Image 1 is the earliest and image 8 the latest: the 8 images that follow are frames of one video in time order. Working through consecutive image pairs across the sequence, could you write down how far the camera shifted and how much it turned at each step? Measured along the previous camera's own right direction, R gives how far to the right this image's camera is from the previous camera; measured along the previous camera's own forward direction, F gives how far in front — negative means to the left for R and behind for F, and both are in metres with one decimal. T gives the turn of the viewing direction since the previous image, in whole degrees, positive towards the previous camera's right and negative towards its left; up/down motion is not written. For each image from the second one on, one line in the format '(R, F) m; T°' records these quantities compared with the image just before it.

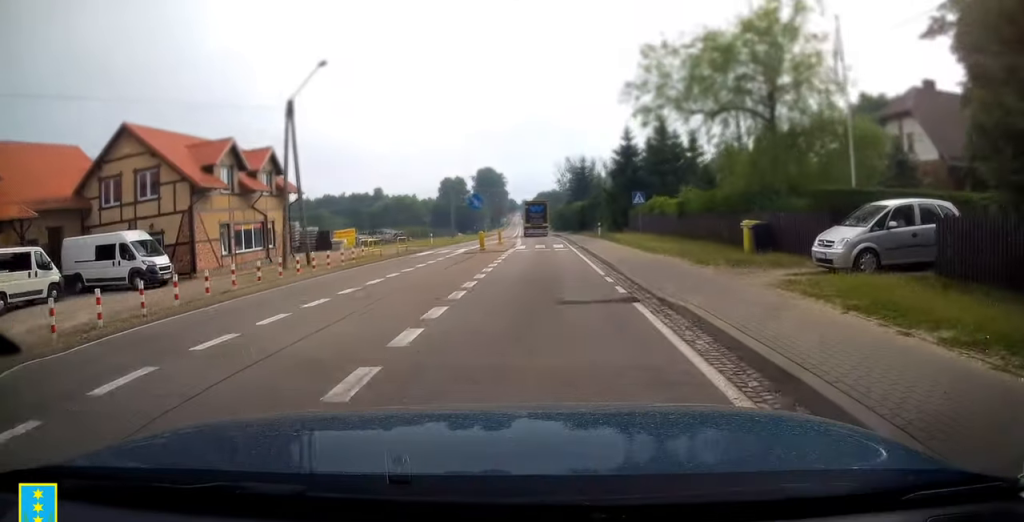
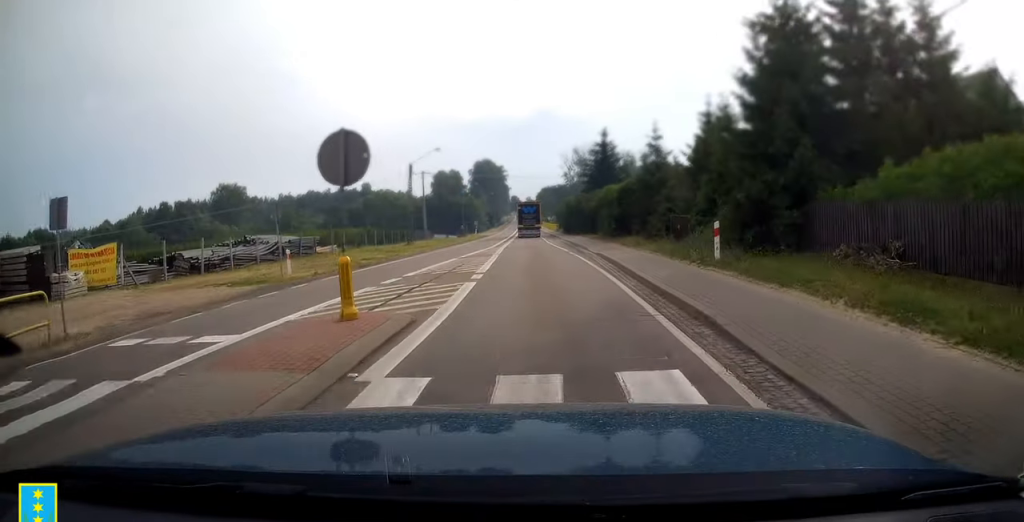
(0.0, +31.5) m; -1°
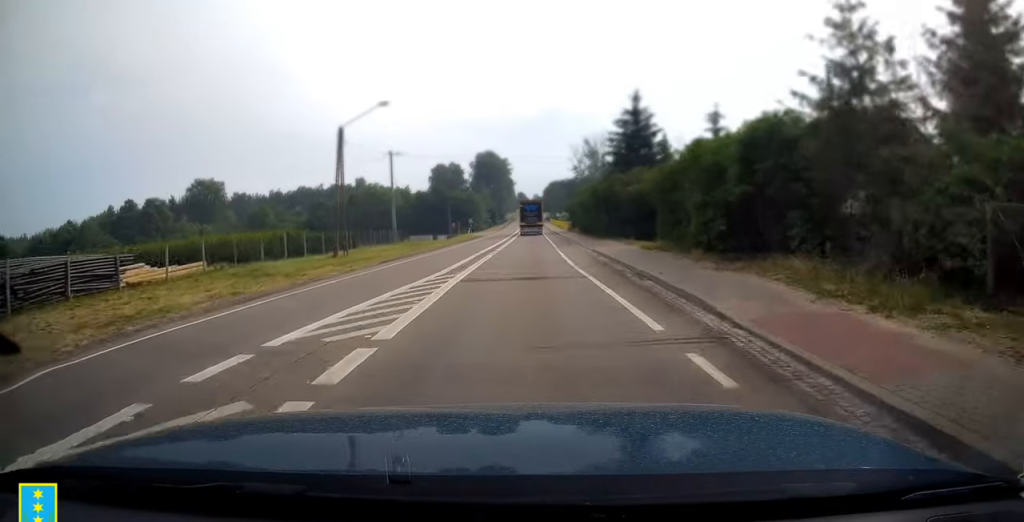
(-0.3, +21.9) m; -1°
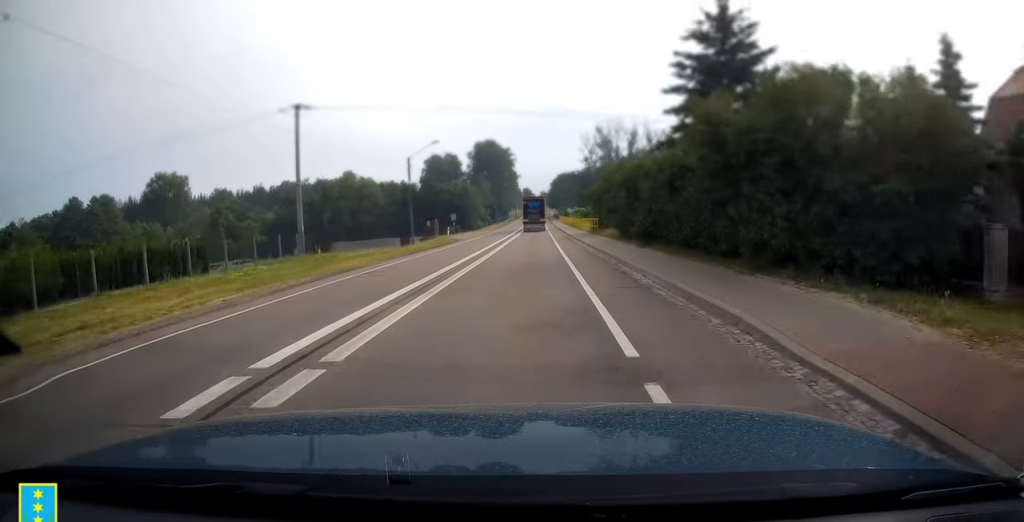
(-0.1, +27.0) m; -1°
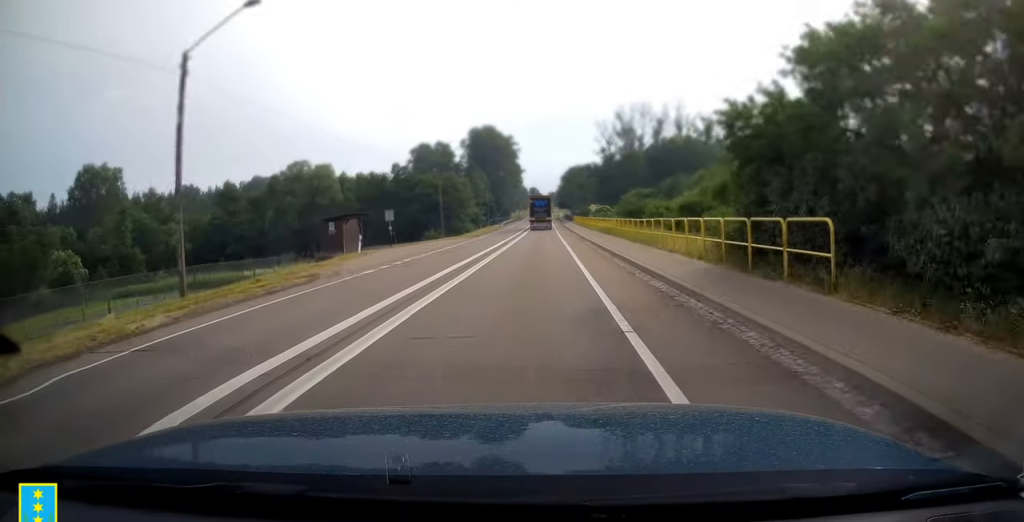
(-0.3, +36.6) m; -1°
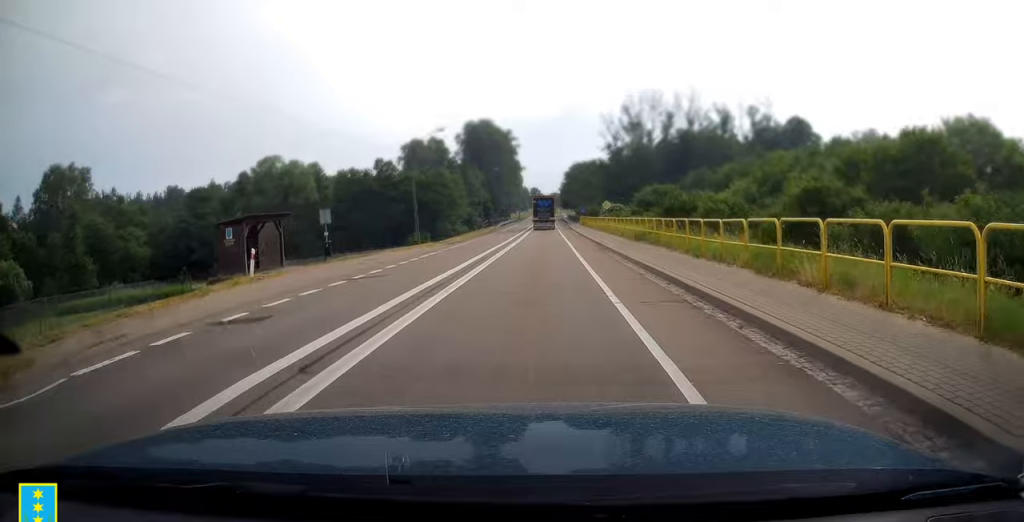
(-0.1, +13.5) m; 0°
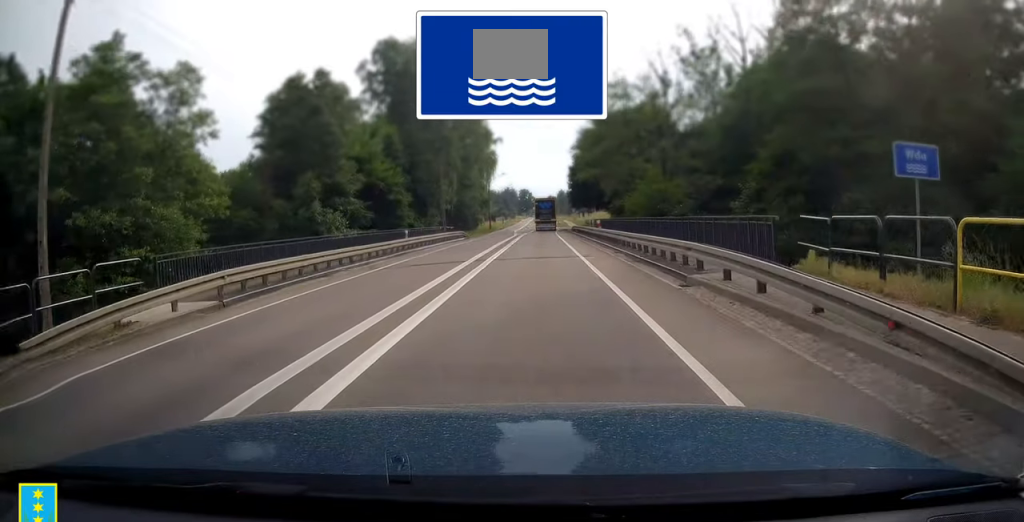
(+0.9, +83.7) m; +1°
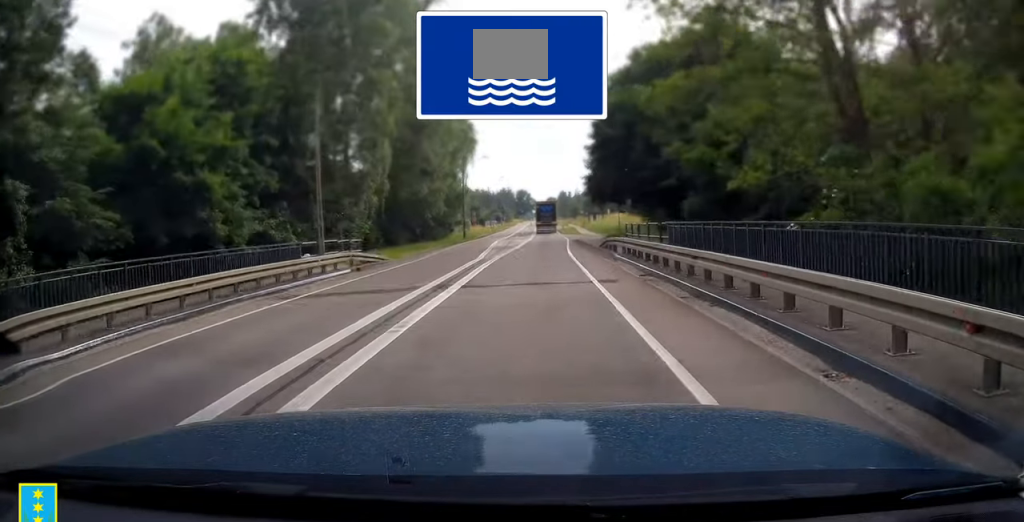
(0.0, +33.3) m; 0°
